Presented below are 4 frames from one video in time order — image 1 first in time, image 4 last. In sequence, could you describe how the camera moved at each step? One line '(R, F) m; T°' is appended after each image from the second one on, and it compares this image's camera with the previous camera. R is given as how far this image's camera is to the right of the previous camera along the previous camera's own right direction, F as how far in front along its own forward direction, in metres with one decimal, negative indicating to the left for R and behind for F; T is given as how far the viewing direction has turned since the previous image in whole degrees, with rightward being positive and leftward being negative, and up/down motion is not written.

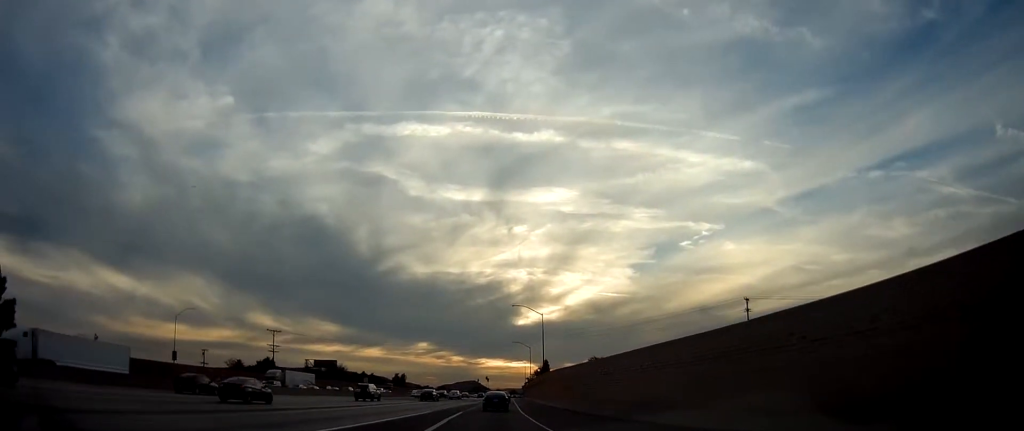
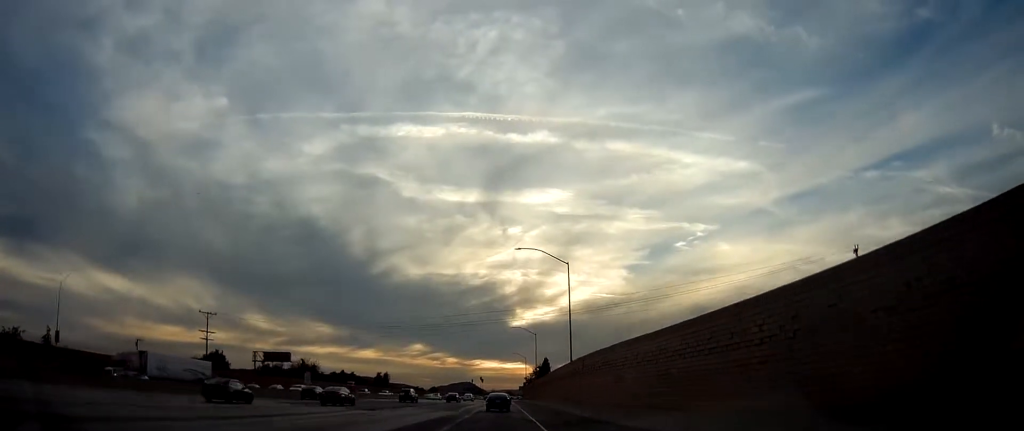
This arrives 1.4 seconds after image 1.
(+0.4, +29.6) m; 0°
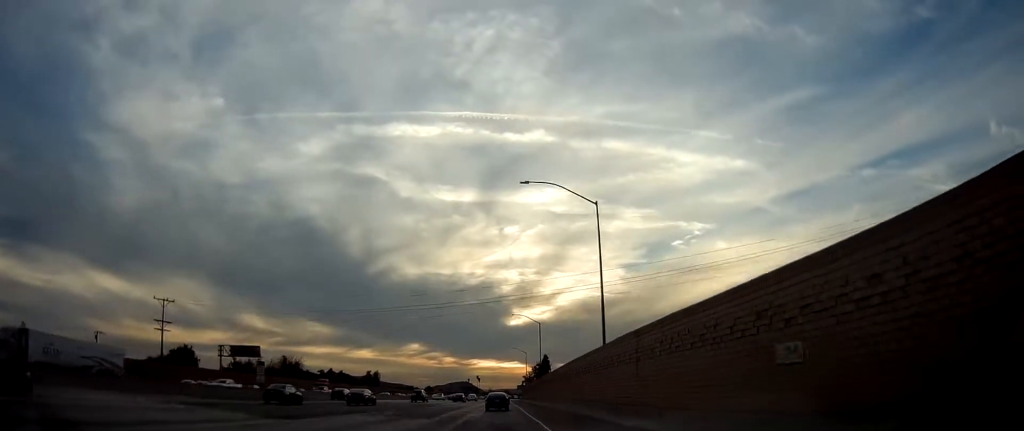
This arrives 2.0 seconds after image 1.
(-0.5, +13.8) m; 0°
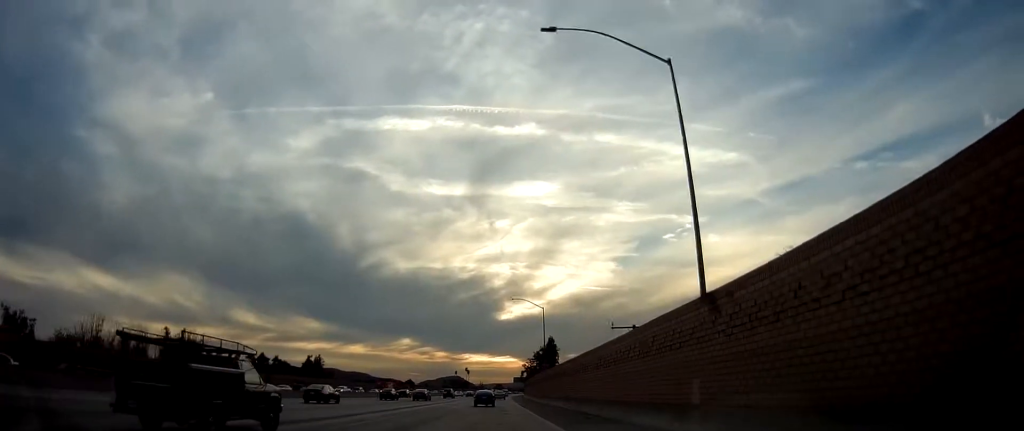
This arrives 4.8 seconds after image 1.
(+1.9, +65.0) m; +2°
